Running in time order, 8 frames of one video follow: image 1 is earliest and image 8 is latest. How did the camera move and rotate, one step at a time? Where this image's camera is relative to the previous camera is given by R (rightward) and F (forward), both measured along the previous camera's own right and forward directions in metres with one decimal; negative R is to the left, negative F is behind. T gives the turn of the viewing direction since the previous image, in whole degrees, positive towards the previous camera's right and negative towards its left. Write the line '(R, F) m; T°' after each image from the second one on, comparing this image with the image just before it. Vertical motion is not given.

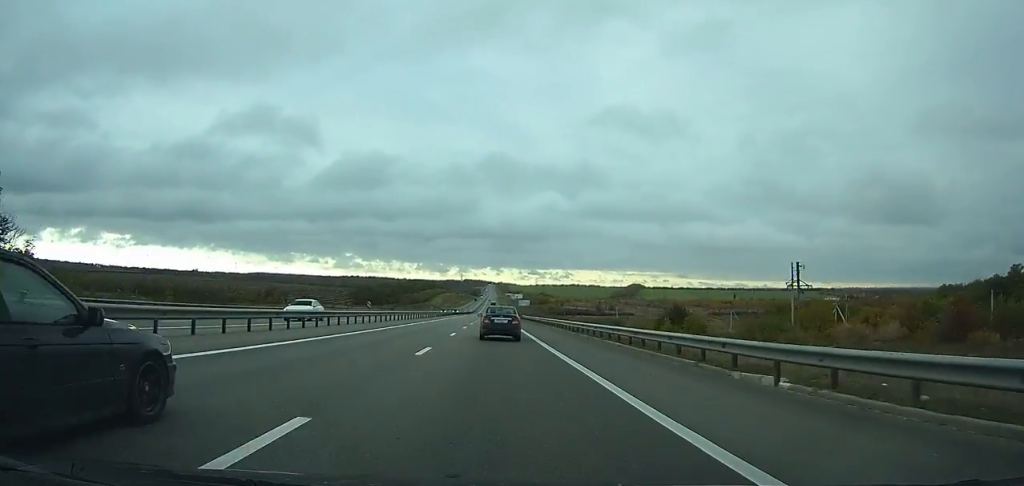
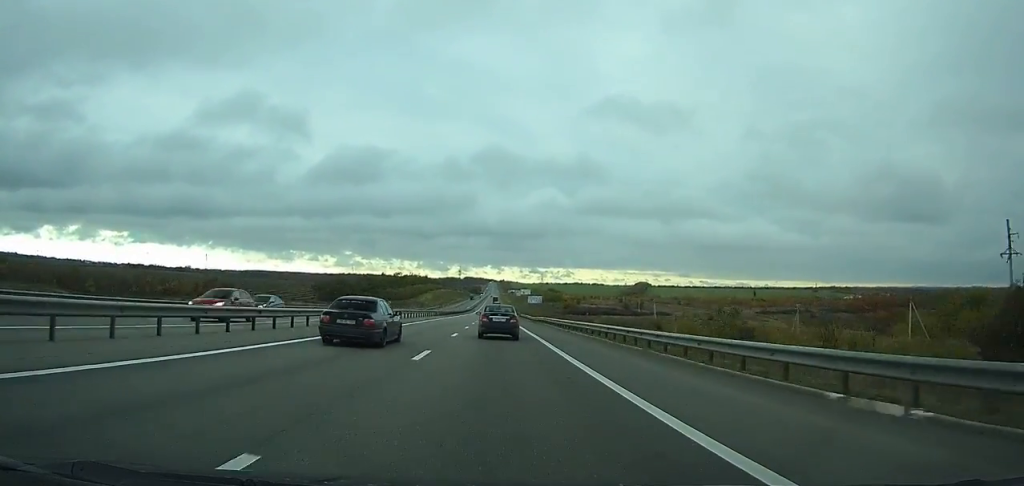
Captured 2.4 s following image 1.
(-0.1, +76.5) m; 0°
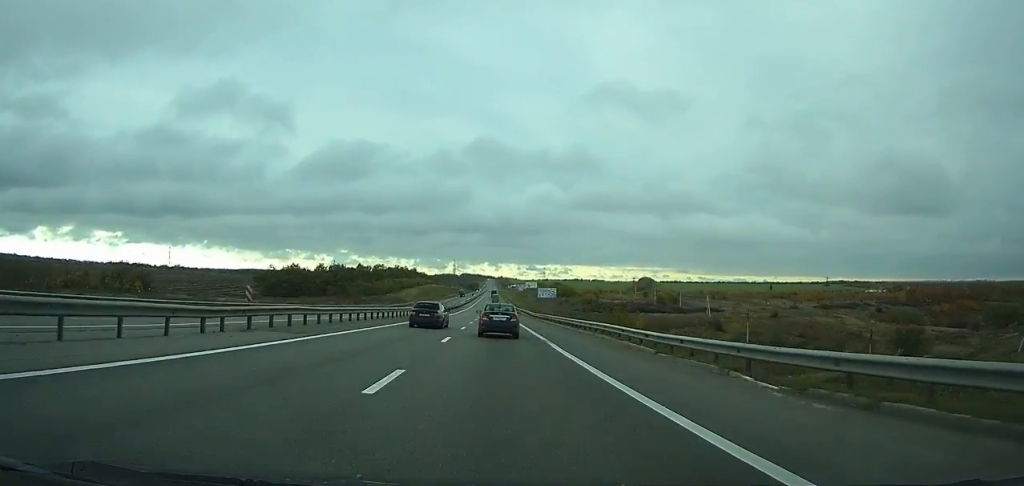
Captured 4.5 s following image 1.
(-0.1, +66.9) m; 0°
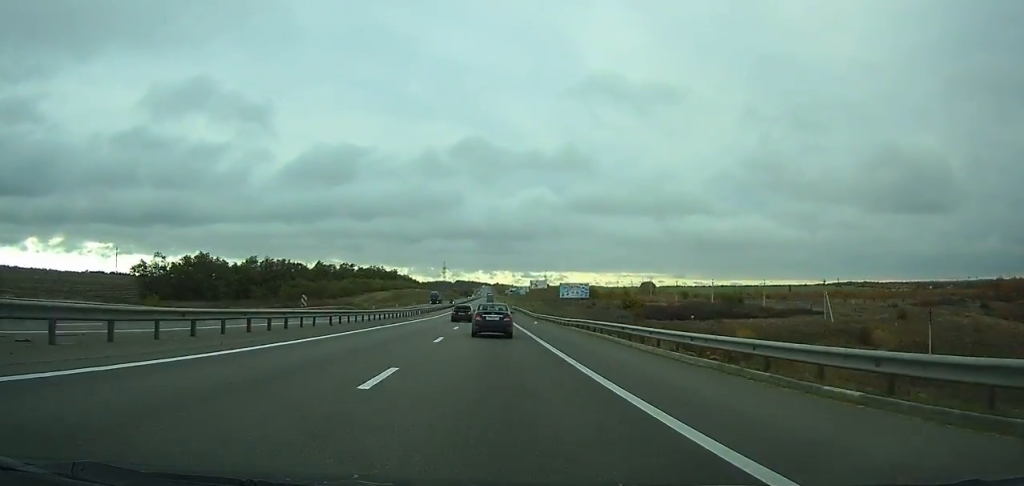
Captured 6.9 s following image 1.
(+0.4, +75.1) m; 0°
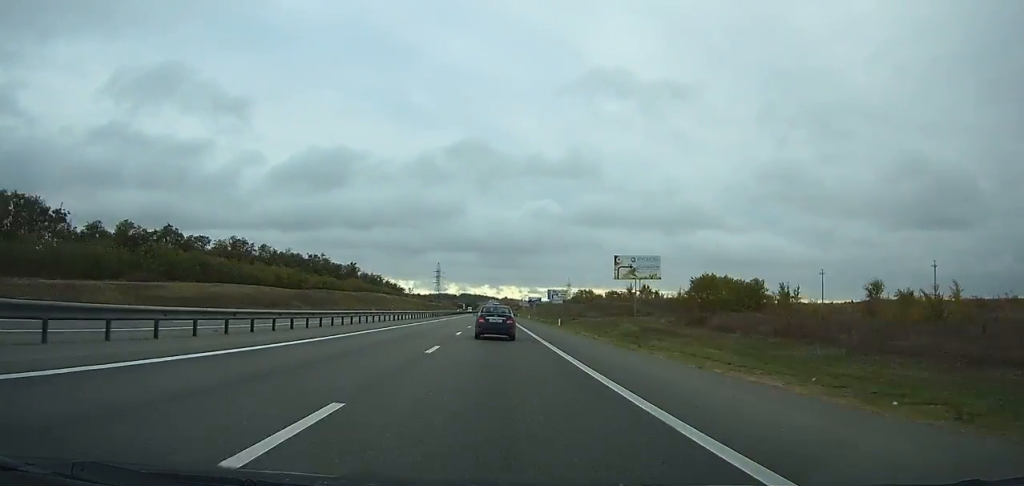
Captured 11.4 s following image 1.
(-0.6, +136.8) m; 0°
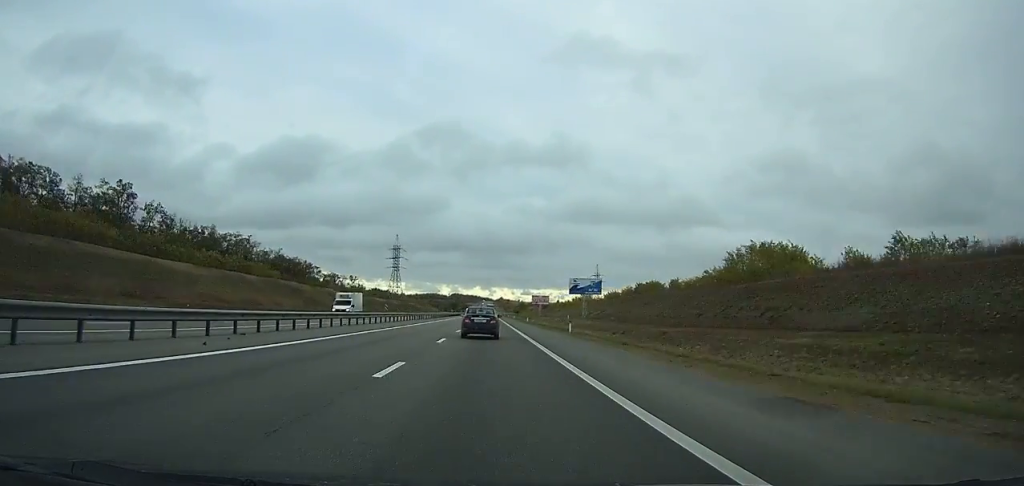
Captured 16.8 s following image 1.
(-0.3, +159.5) m; 0°
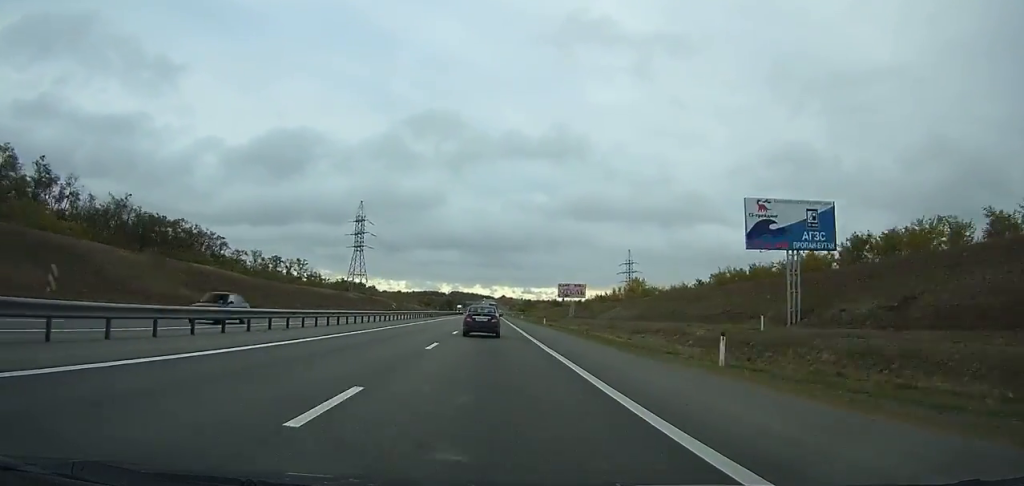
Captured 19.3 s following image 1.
(0.0, +74.1) m; 0°
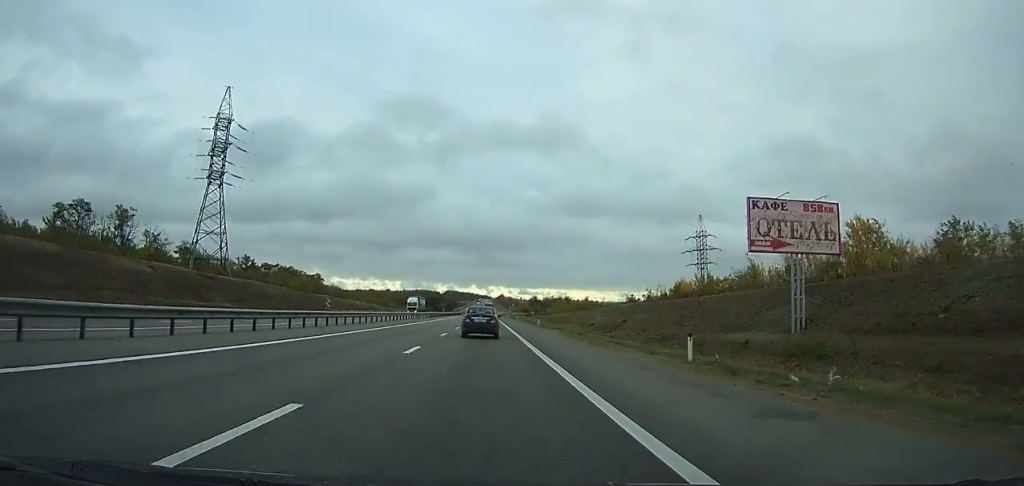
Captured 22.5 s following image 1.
(+0.1, +101.2) m; 0°
